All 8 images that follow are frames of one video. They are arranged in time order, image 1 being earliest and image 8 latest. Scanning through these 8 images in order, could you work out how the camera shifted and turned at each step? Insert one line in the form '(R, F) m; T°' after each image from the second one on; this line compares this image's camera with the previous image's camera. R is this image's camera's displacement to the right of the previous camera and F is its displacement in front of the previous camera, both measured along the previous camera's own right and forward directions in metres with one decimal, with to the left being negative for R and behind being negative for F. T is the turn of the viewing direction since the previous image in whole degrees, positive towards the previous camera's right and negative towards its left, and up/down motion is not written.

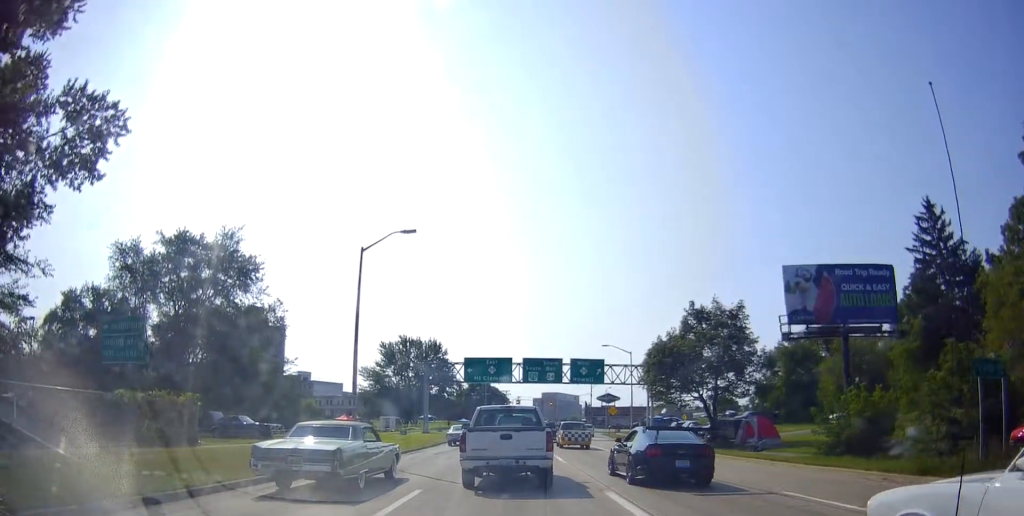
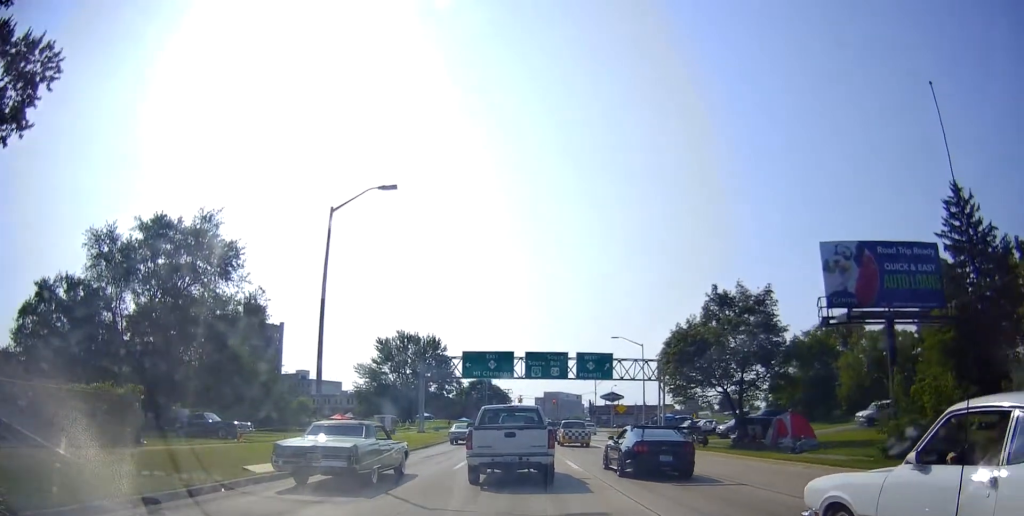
(+0.3, +4.5) m; -1°
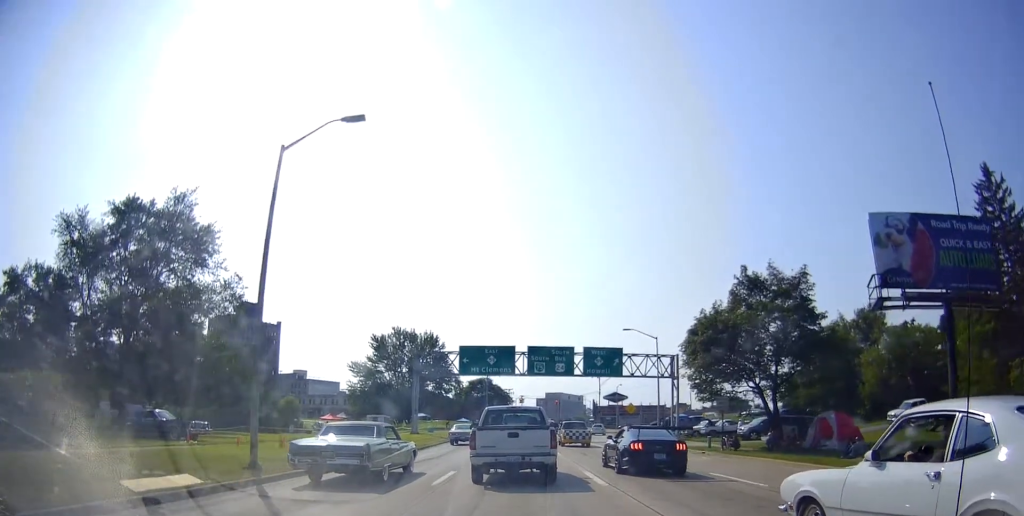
(-0.4, +4.7) m; -3°
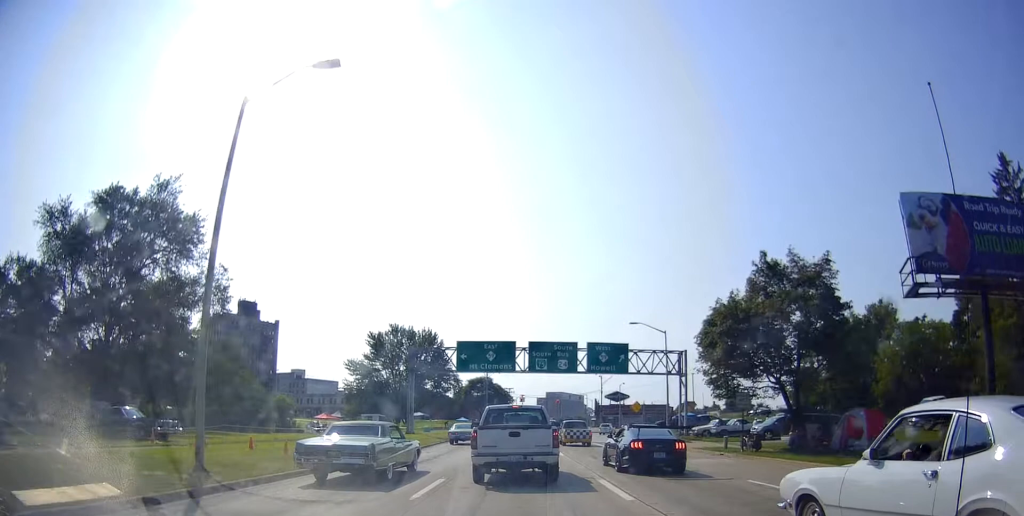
(+0.1, +2.6) m; 0°
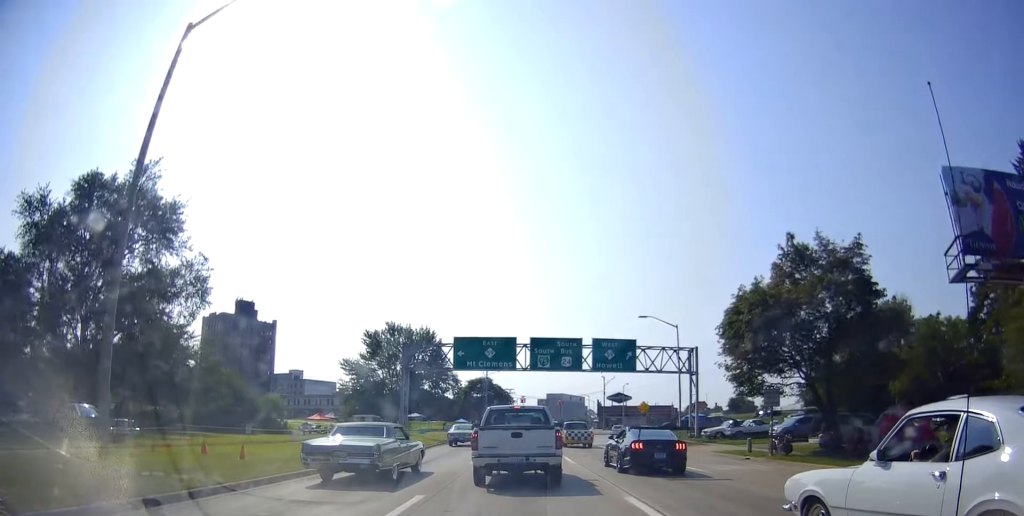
(0.0, +3.2) m; -2°
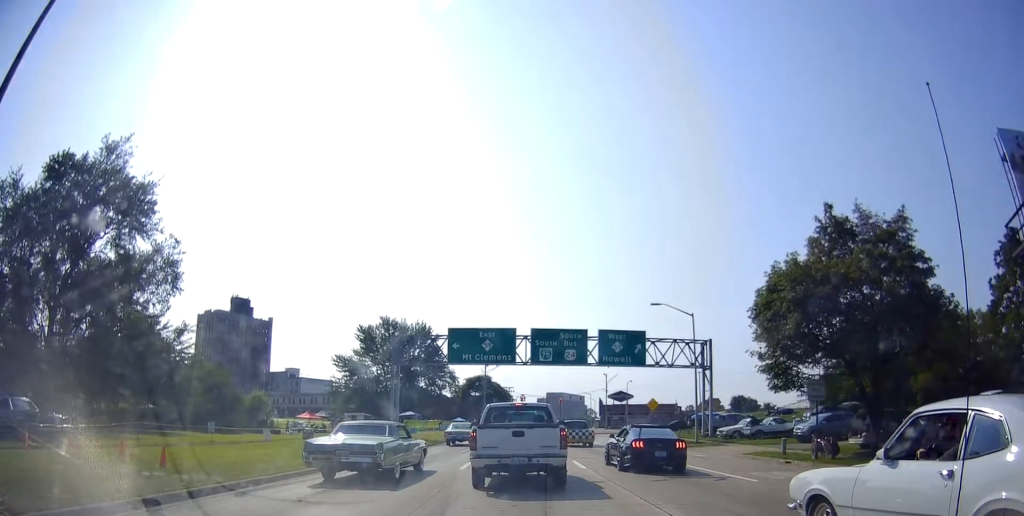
(-0.1, +4.1) m; -4°
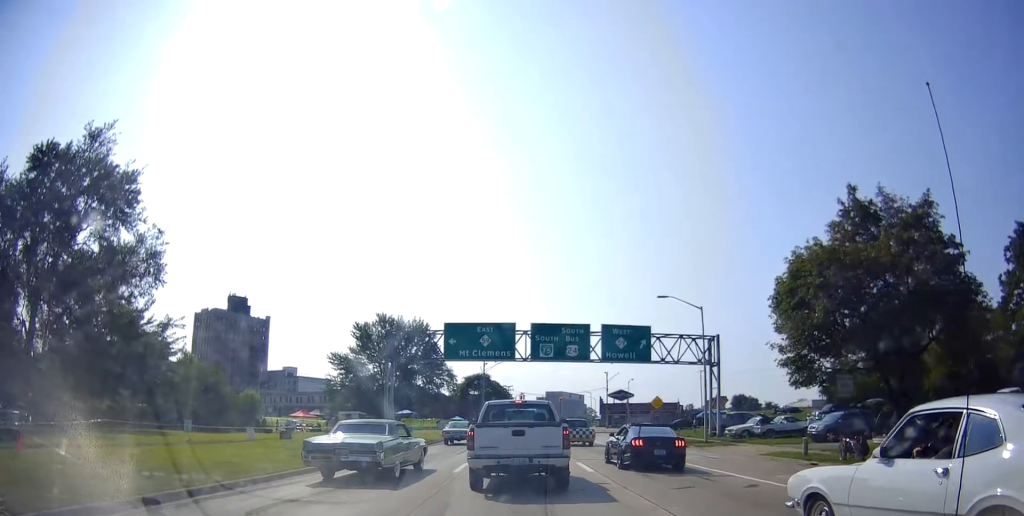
(-0.2, +2.2) m; +3°
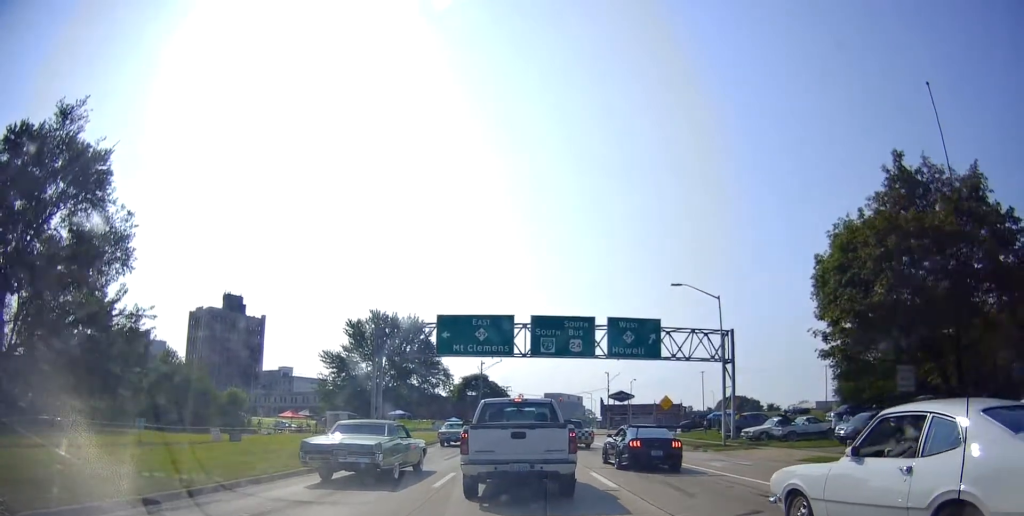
(+0.1, +4.0) m; +5°
